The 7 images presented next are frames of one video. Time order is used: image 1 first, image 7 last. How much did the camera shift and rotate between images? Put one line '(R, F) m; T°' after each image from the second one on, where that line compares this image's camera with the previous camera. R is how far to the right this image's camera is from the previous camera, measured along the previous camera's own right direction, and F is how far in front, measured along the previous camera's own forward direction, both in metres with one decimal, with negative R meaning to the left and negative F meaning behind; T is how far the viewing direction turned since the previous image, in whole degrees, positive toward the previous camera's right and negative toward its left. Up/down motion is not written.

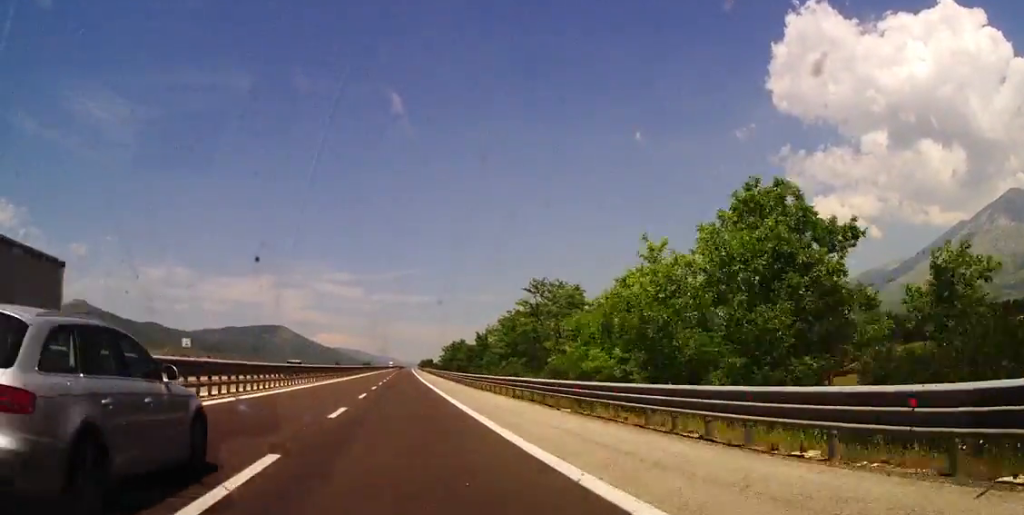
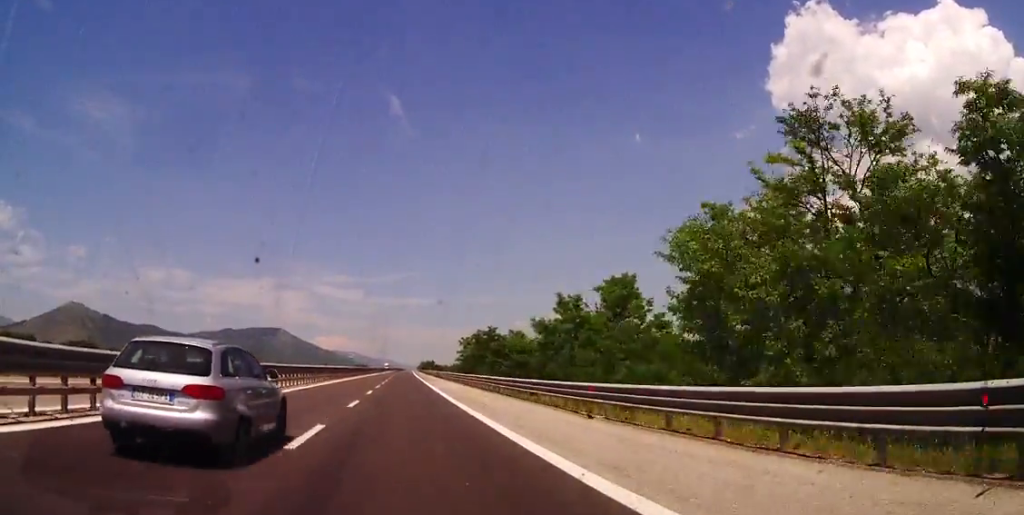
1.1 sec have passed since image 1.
(0.0, +41.2) m; 0°
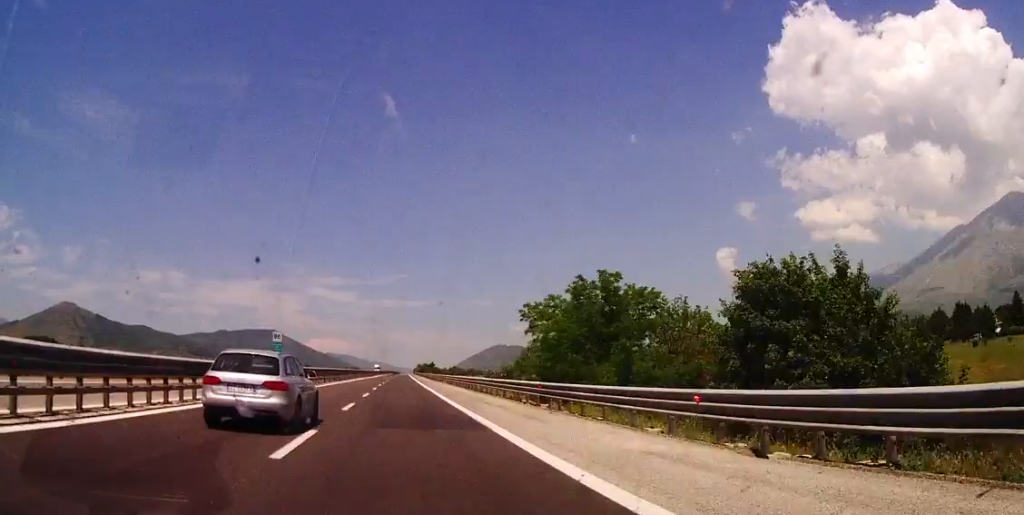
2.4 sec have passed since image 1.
(0.0, +47.2) m; 0°
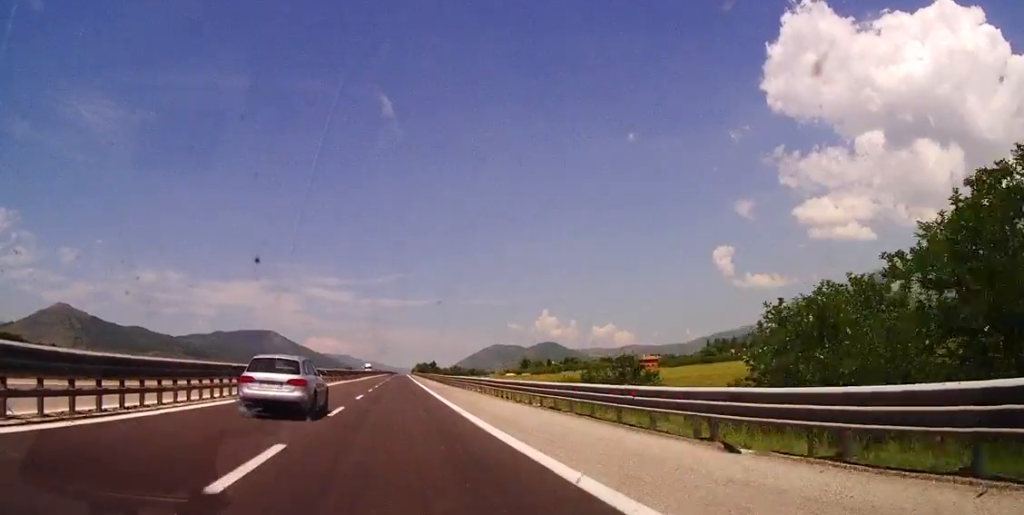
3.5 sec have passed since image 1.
(+0.1, +37.4) m; 0°
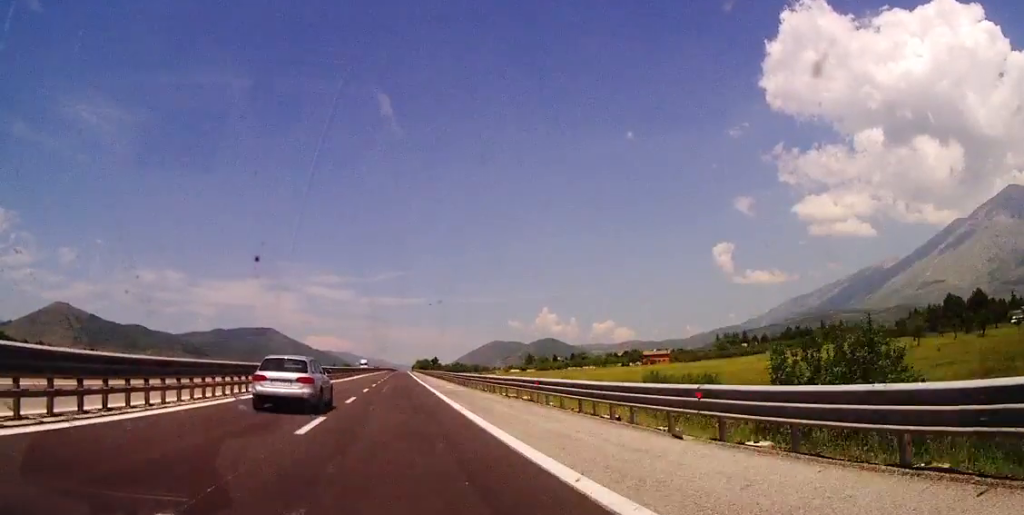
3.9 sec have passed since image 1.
(+0.1, +16.8) m; 0°
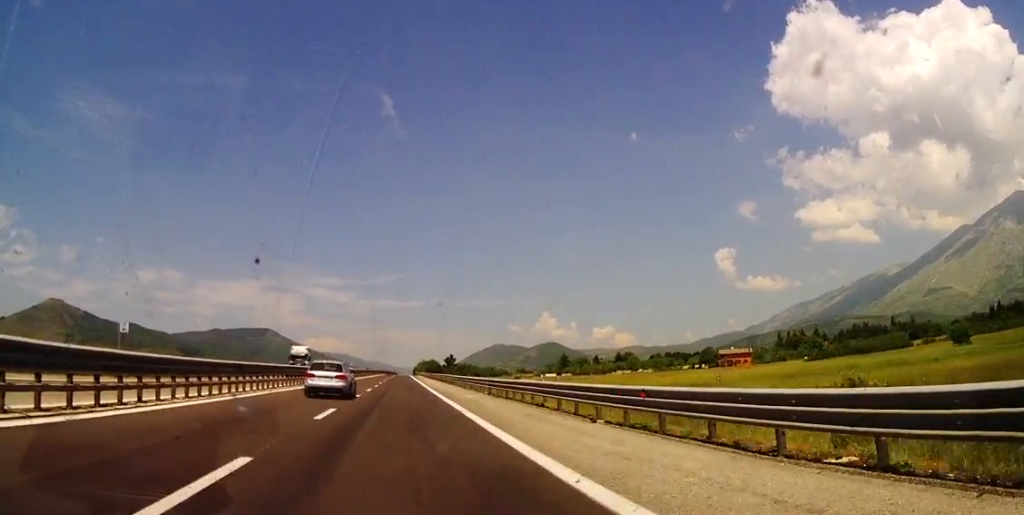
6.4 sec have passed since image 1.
(+0.1, +89.6) m; 0°
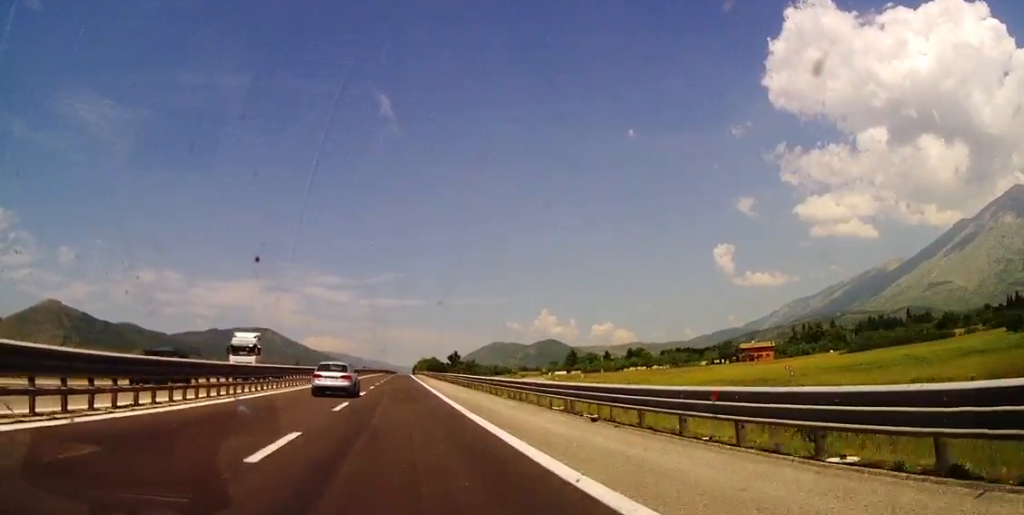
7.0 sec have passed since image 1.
(0.0, +19.0) m; 0°
